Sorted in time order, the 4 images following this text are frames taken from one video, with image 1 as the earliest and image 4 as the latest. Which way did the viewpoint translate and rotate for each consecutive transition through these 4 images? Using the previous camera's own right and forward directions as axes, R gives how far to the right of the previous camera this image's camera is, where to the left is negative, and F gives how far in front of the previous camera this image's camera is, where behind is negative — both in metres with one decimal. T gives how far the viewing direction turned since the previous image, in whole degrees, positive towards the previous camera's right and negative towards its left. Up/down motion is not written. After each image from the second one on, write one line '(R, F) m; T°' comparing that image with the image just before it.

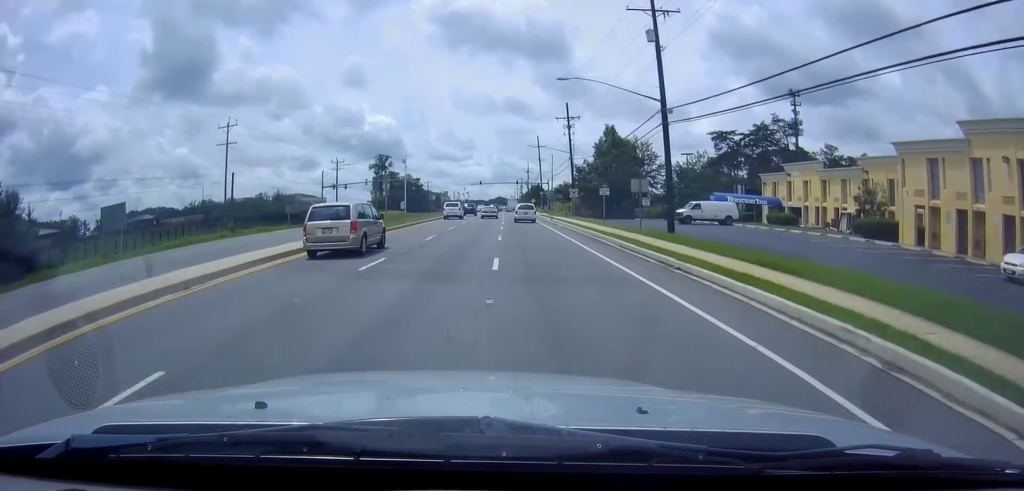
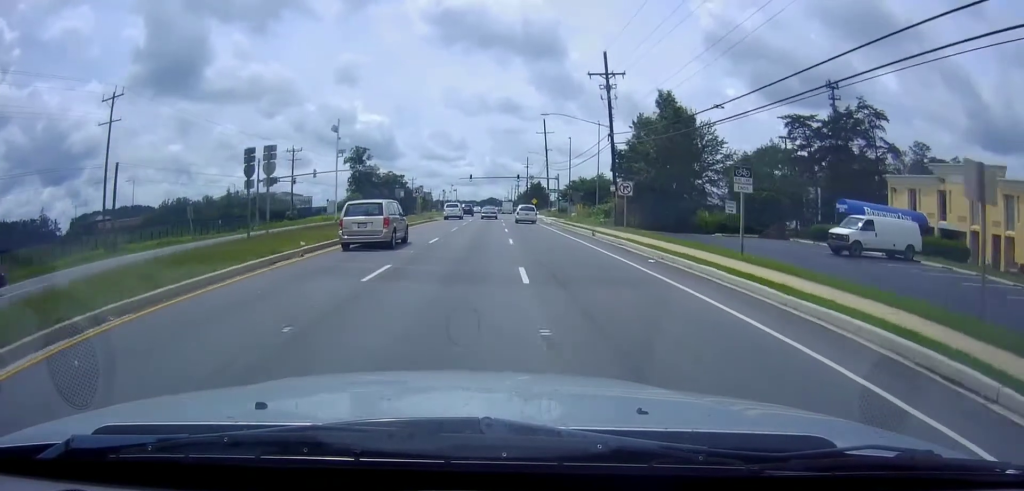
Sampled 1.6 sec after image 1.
(+0.5, +27.3) m; +1°
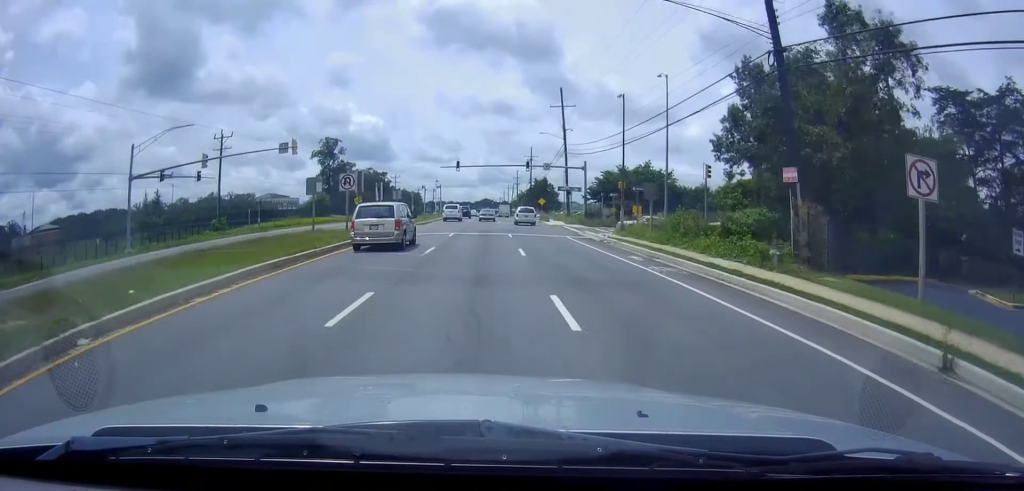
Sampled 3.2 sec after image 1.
(-0.3, +28.7) m; -1°
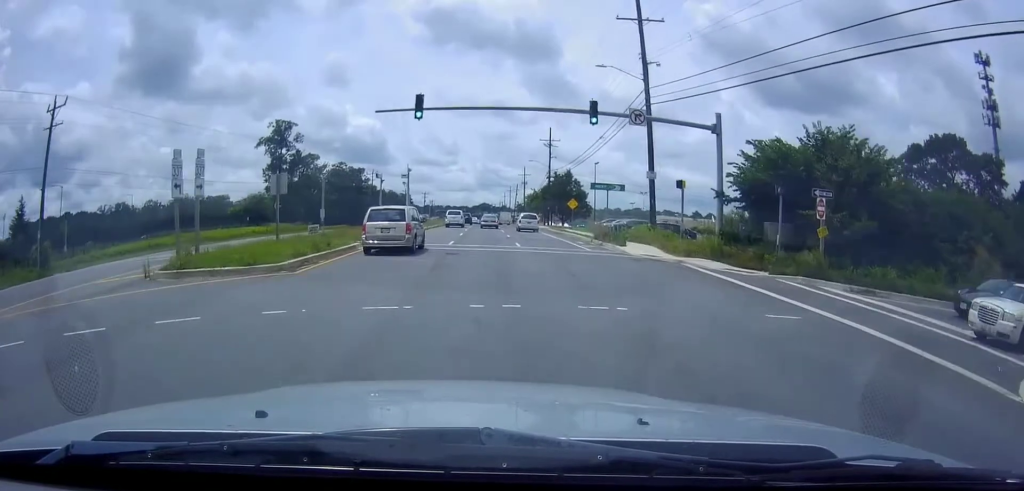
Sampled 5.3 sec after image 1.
(+0.8, +36.6) m; +1°
